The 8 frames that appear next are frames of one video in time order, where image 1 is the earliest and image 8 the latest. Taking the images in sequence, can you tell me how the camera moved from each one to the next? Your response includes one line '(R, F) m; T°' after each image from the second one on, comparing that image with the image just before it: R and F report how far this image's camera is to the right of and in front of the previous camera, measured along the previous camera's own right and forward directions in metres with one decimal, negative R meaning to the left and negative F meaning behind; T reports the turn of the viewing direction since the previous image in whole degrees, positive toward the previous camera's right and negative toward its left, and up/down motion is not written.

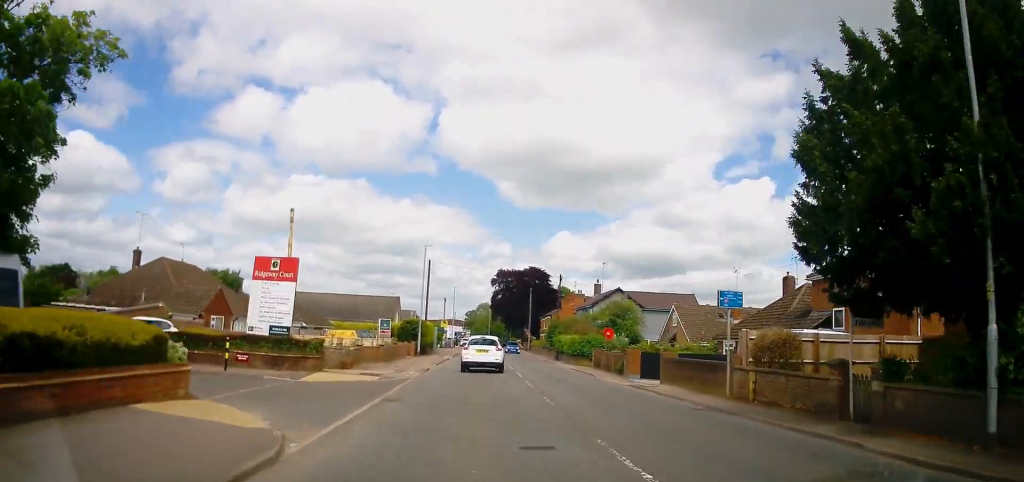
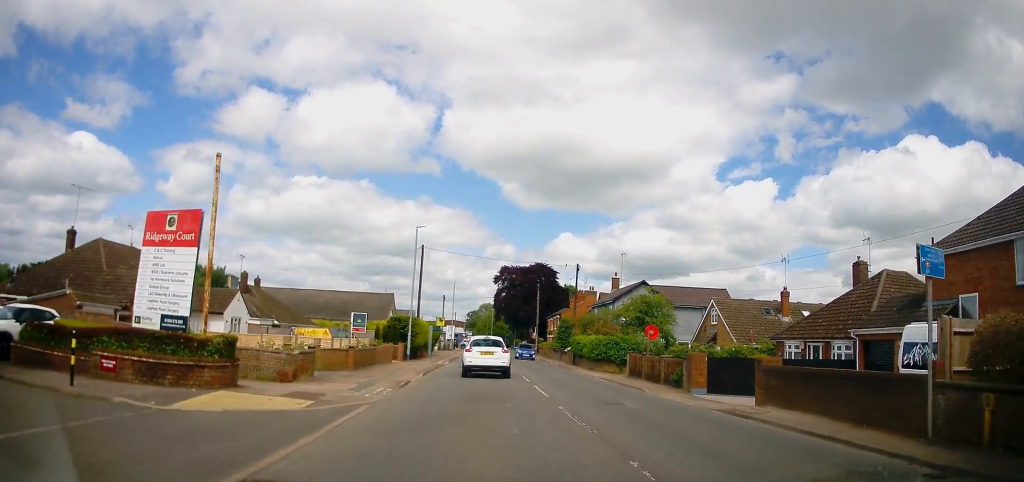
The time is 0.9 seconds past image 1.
(-0.2, +8.4) m; 0°
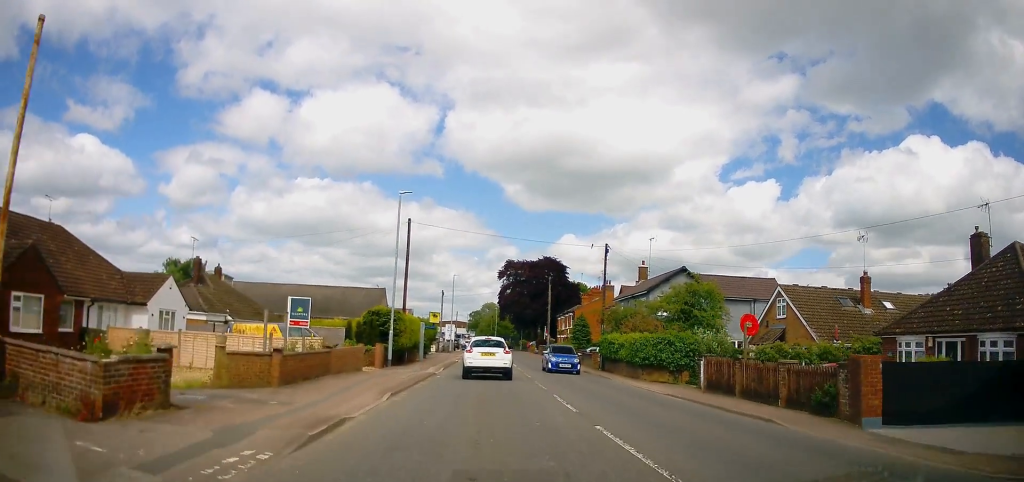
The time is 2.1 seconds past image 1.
(+0.2, +9.2) m; +3°
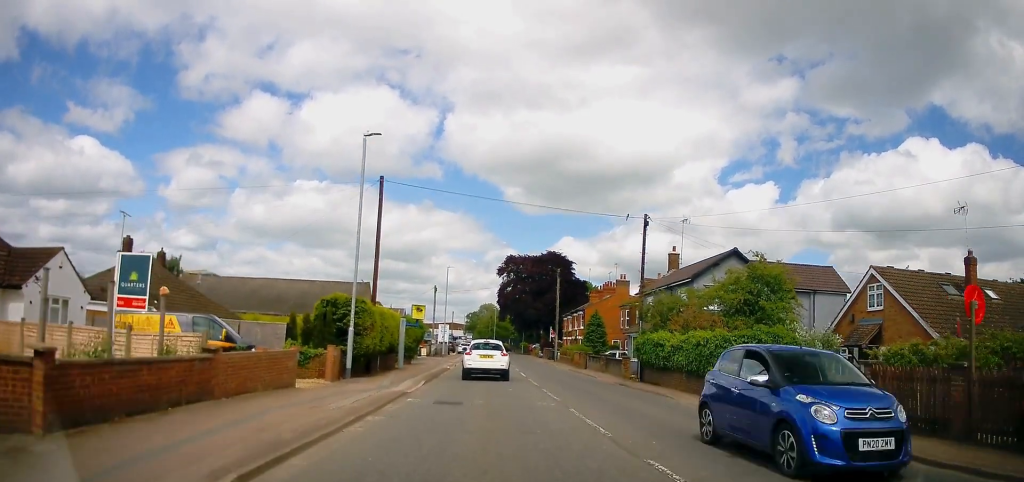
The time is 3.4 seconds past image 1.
(+0.1, +8.5) m; +1°
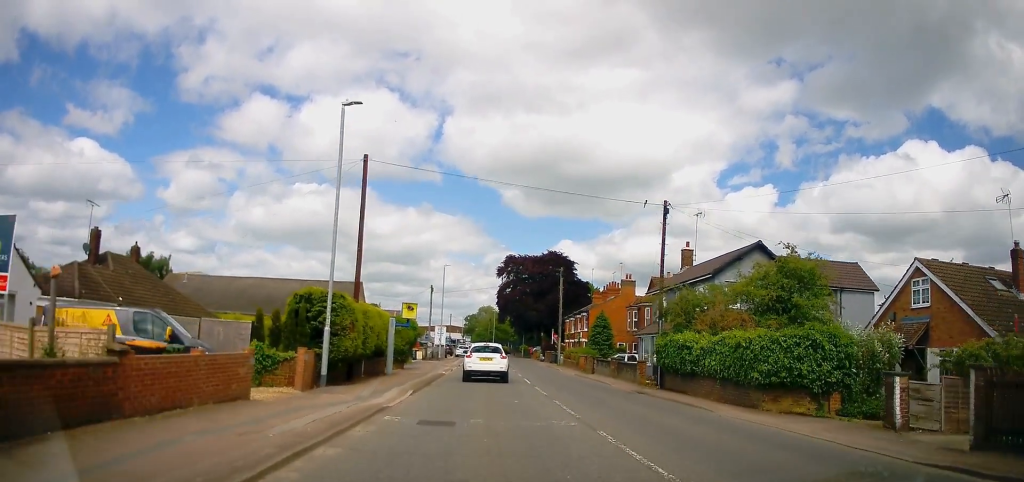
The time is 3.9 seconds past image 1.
(0.0, +3.1) m; 0°
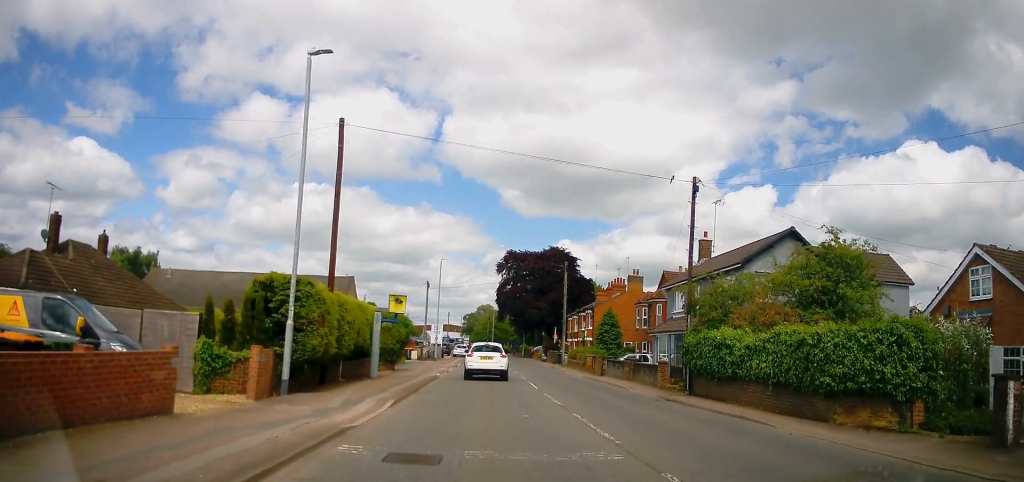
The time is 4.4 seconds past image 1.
(+0.1, +3.3) m; -1°
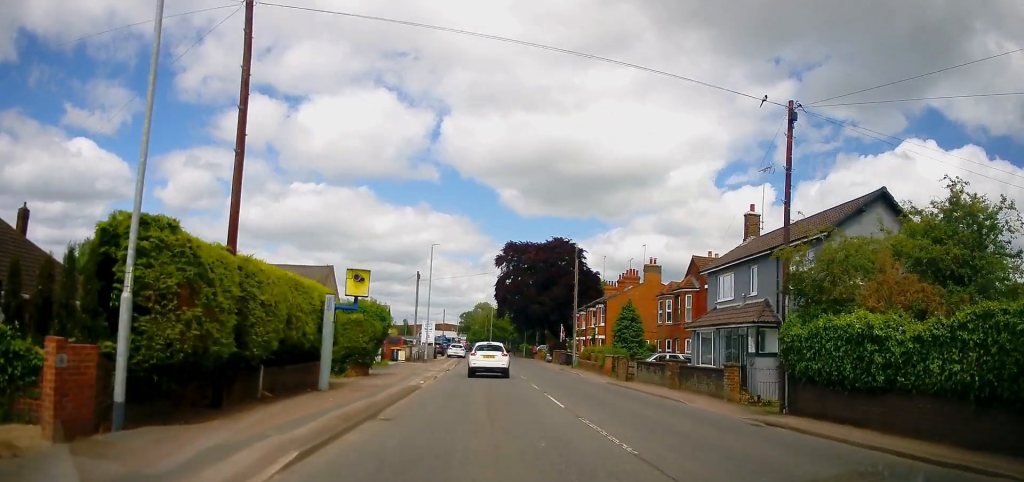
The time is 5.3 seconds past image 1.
(-0.2, +6.8) m; -1°
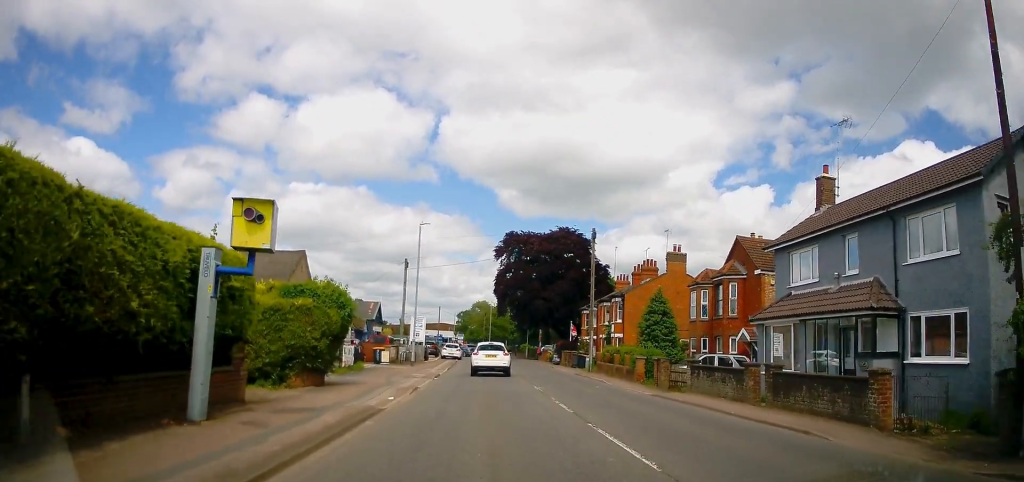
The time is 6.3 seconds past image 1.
(+0.1, +7.0) m; +1°
